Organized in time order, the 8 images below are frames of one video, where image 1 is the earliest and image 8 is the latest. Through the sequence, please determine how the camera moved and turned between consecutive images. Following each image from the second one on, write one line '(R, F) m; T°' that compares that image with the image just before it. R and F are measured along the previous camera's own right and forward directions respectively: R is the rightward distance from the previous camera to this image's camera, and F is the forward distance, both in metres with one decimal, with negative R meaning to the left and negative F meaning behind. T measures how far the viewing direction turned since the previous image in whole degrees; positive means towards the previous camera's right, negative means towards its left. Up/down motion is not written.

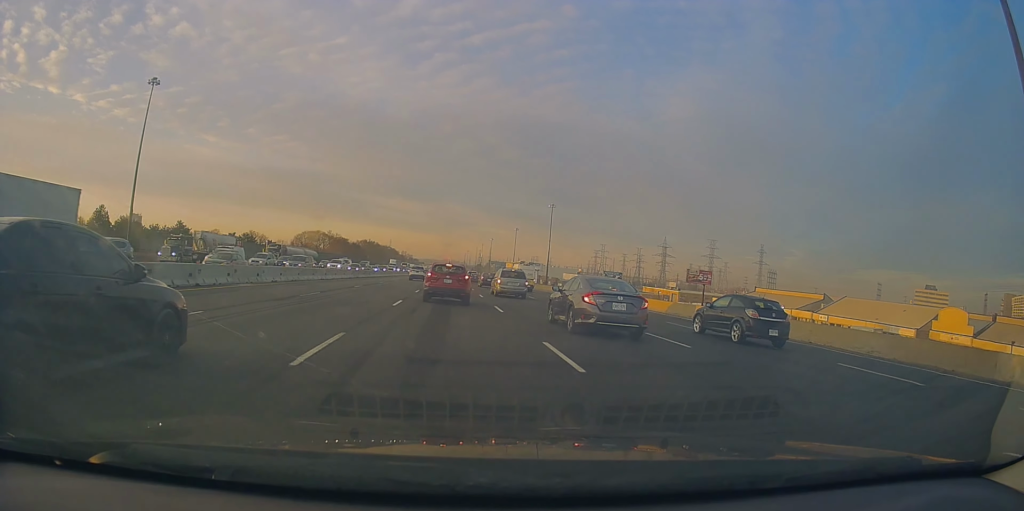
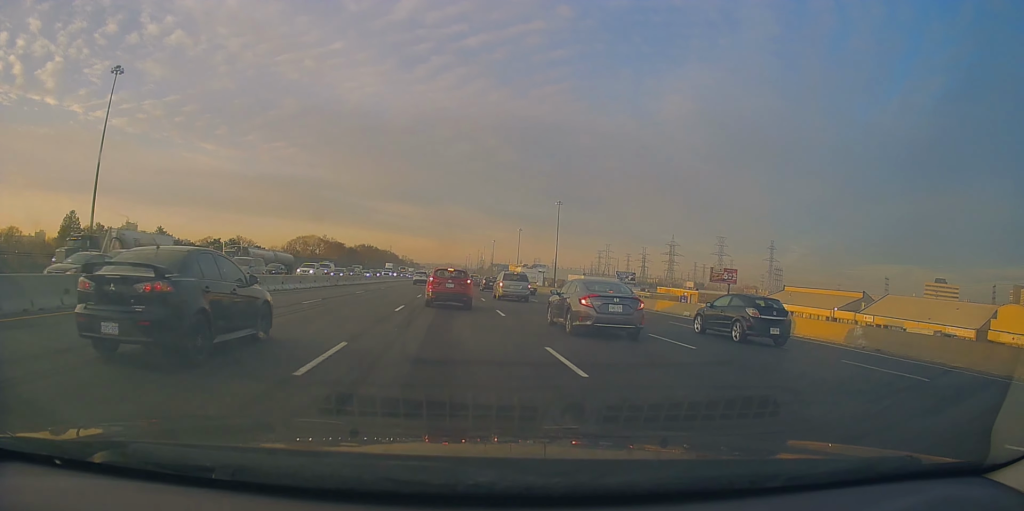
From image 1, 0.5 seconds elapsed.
(+0.3, +13.1) m; -1°
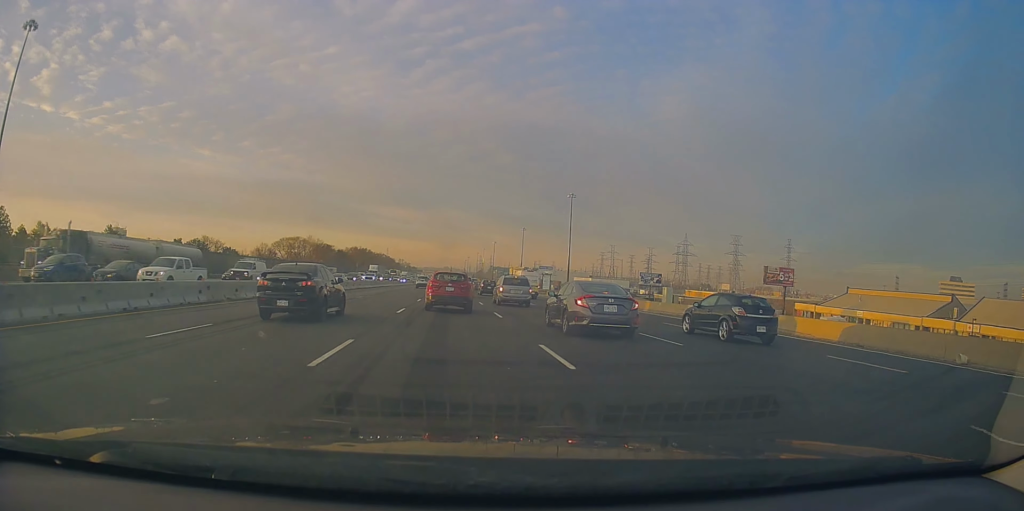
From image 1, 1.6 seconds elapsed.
(-0.7, +23.7) m; 0°
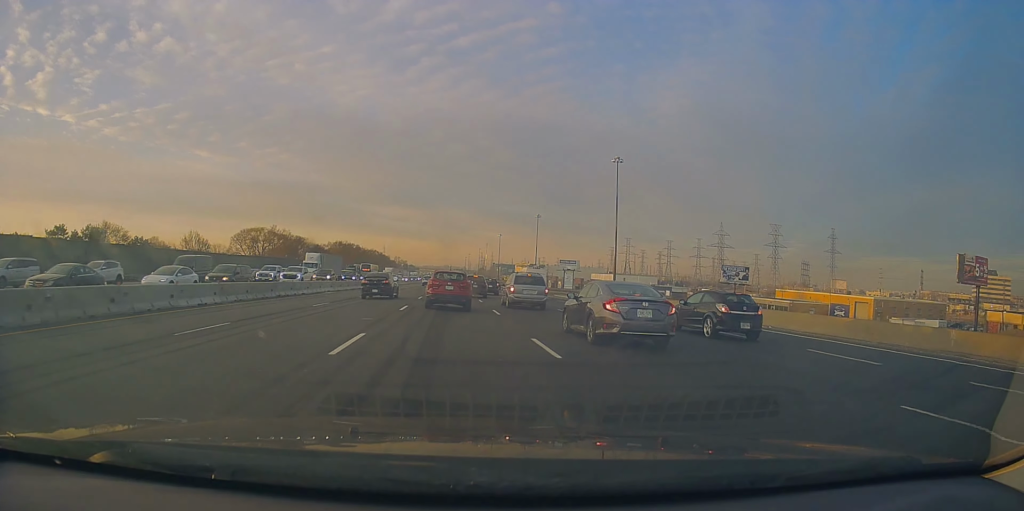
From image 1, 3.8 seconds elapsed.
(+1.0, +46.6) m; +2°
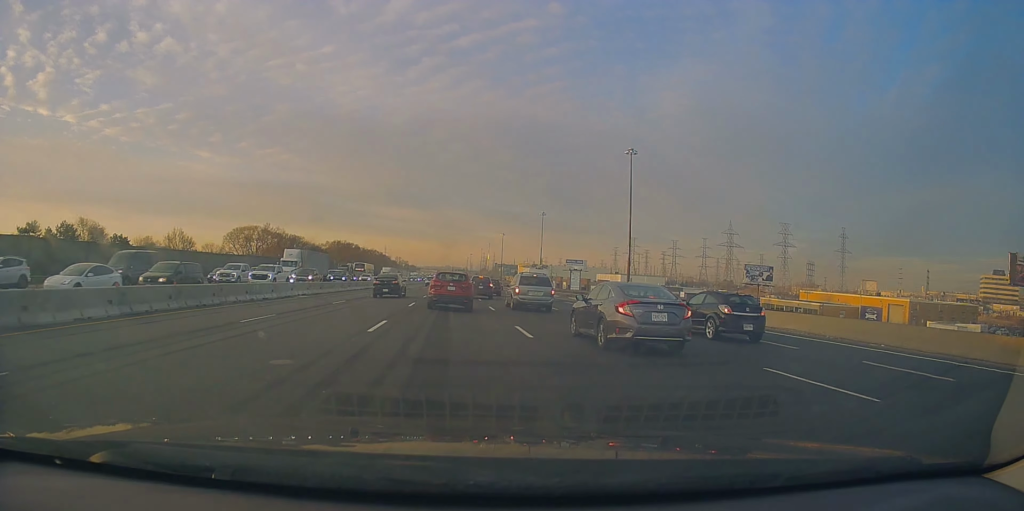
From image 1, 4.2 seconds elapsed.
(+0.1, +8.2) m; 0°
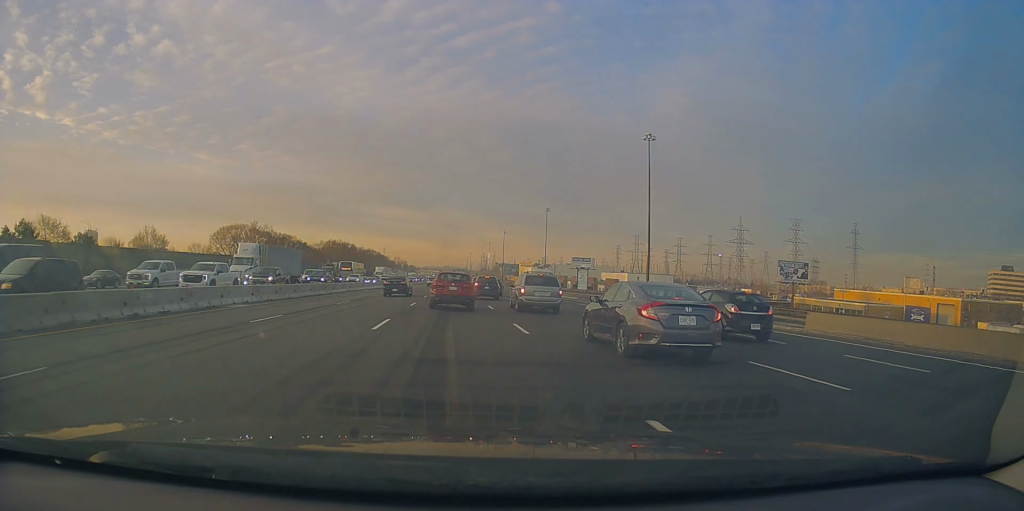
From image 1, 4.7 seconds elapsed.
(+0.1, +10.9) m; 0°
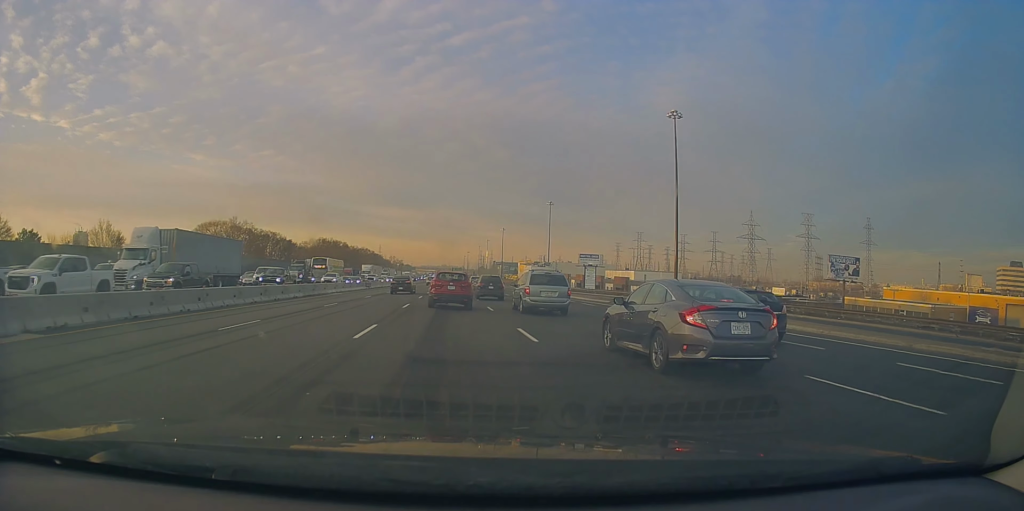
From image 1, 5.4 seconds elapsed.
(-0.1, +13.7) m; -1°
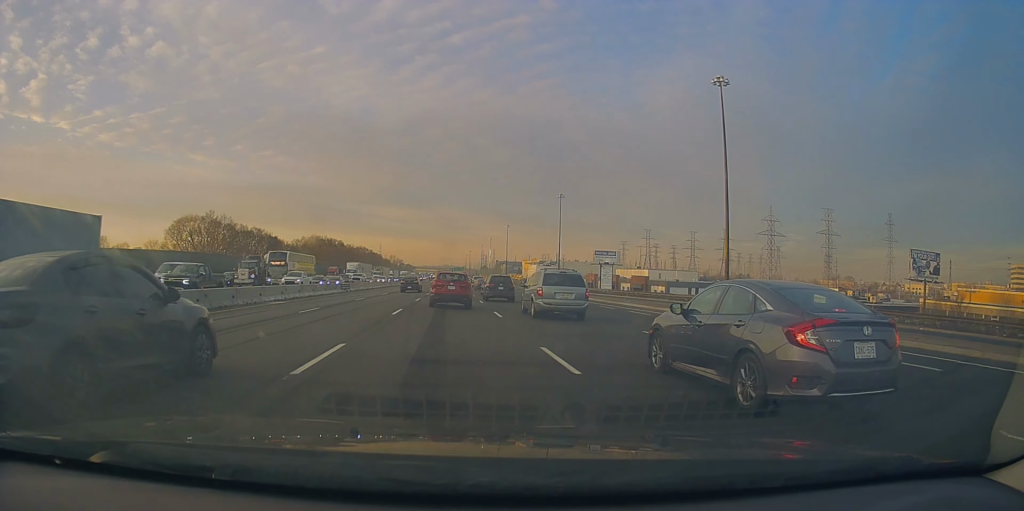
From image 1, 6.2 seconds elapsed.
(-0.2, +15.9) m; 0°
